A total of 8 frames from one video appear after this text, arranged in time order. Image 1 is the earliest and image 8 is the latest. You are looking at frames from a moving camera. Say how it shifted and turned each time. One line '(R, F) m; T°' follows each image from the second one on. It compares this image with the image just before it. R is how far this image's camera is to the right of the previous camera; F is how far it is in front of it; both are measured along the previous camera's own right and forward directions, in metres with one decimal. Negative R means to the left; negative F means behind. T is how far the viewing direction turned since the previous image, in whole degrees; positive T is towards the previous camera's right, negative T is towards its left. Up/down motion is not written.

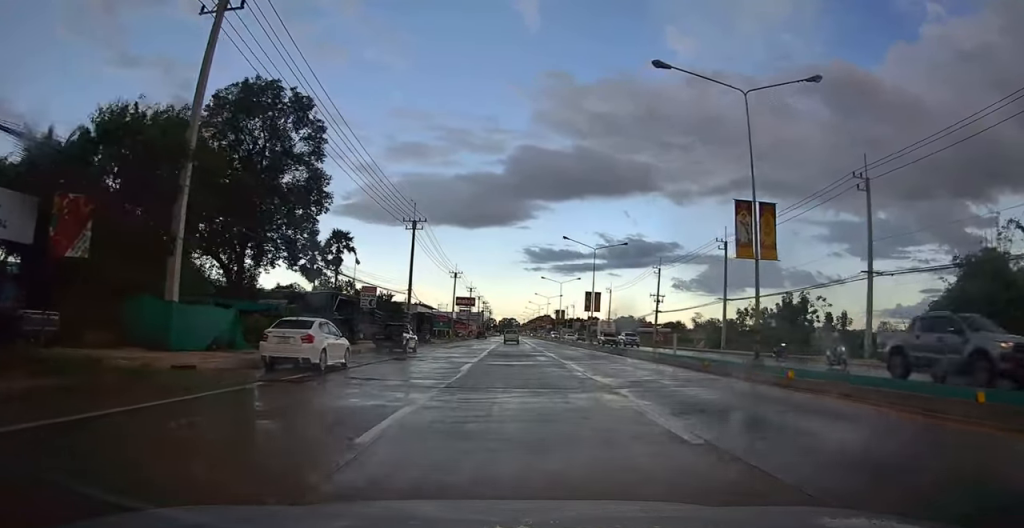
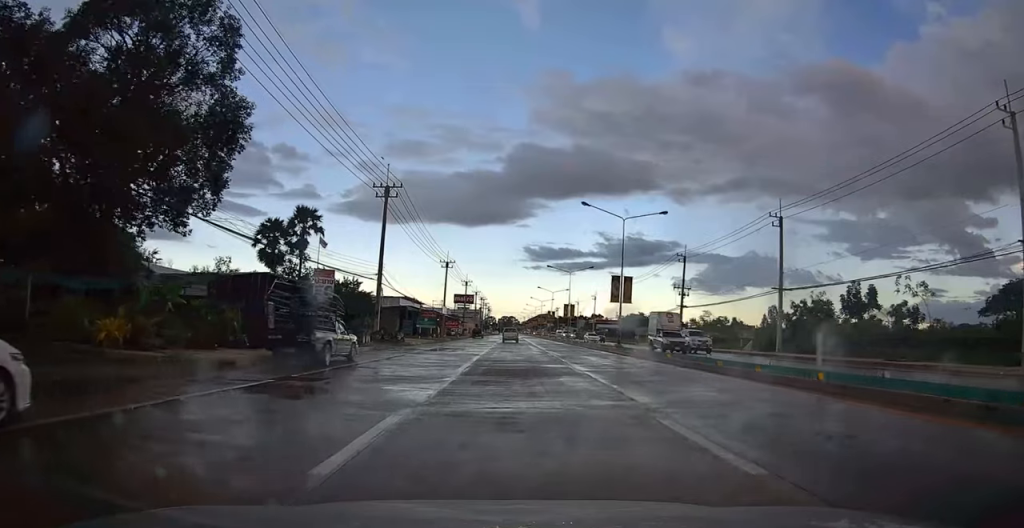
(0.0, +13.5) m; 0°
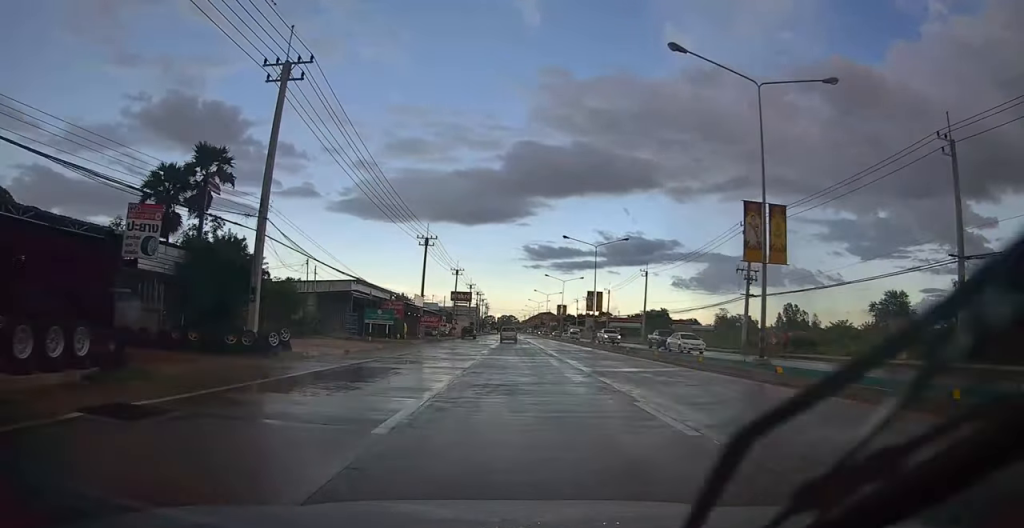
(0.0, +22.1) m; +2°
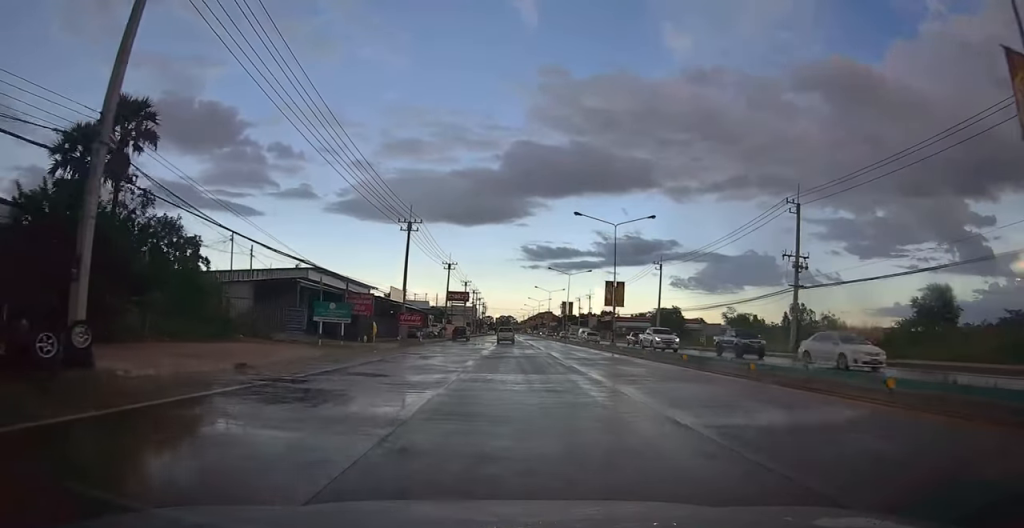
(+0.2, +10.4) m; +1°
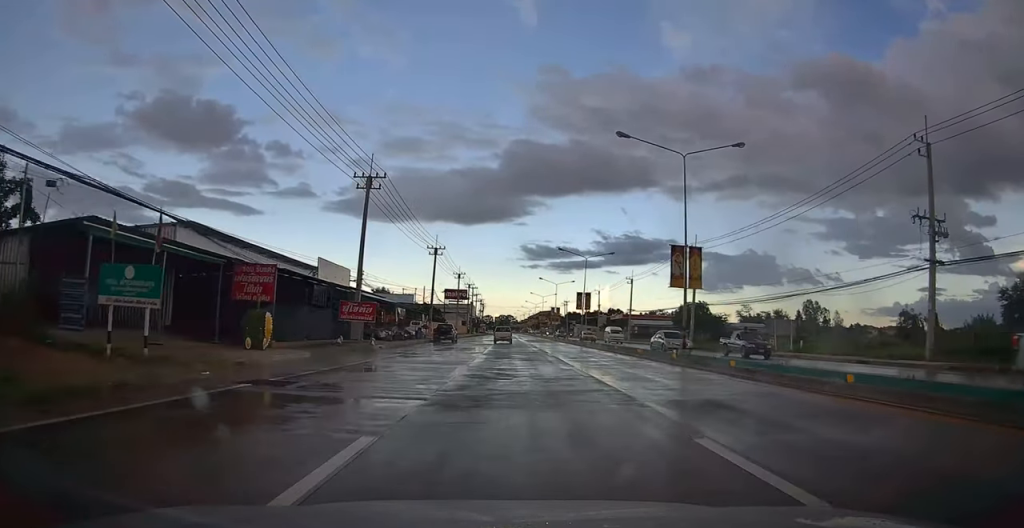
(+0.3, +16.9) m; -1°
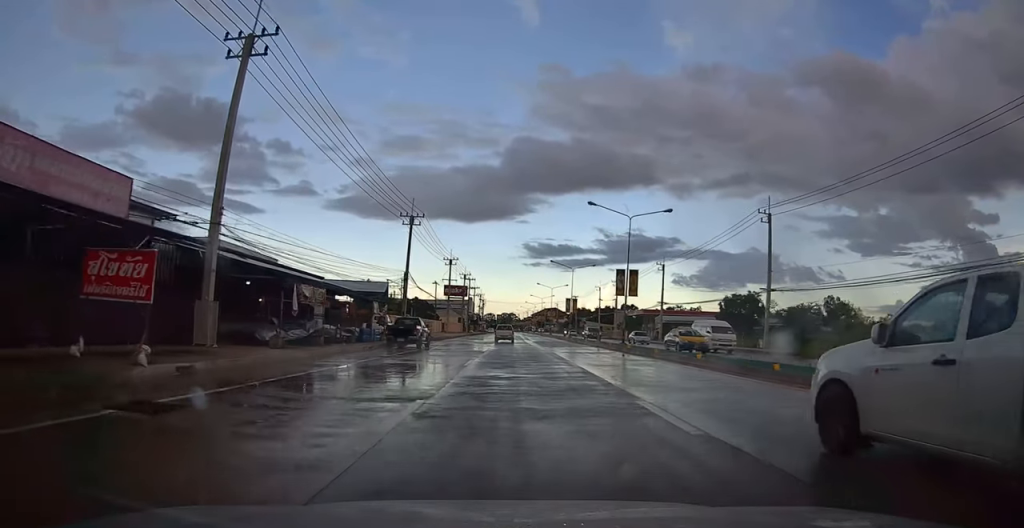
(-0.6, +21.0) m; -2°
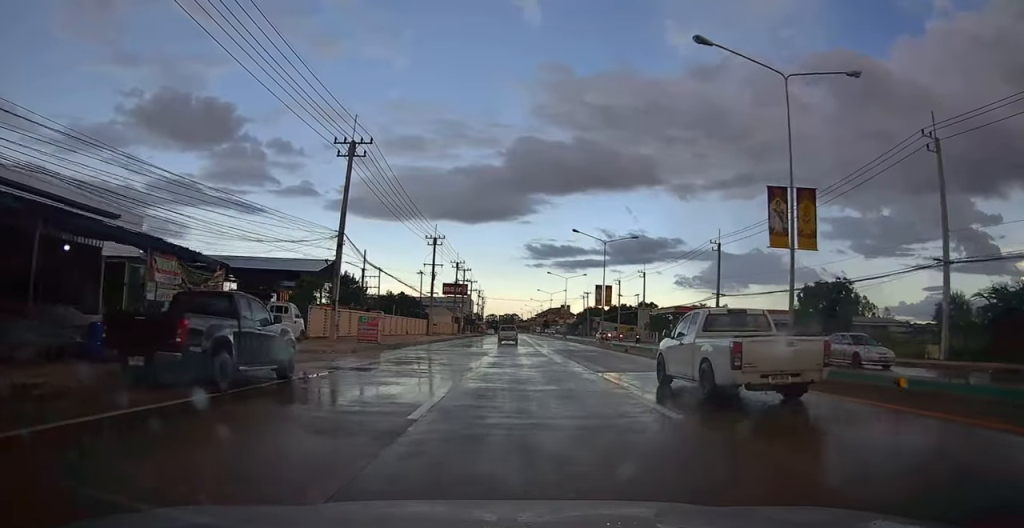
(+0.1, +22.9) m; 0°
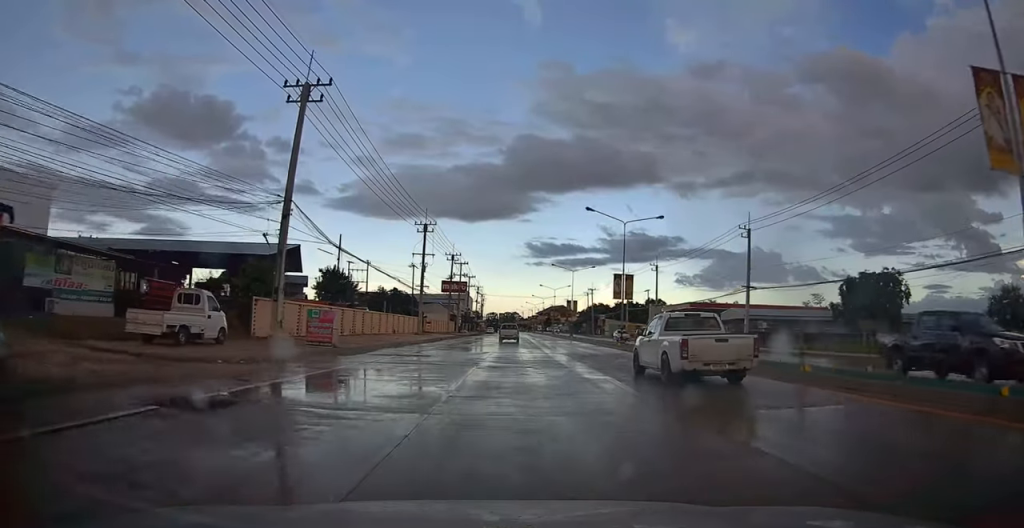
(0.0, +8.5) m; 0°
